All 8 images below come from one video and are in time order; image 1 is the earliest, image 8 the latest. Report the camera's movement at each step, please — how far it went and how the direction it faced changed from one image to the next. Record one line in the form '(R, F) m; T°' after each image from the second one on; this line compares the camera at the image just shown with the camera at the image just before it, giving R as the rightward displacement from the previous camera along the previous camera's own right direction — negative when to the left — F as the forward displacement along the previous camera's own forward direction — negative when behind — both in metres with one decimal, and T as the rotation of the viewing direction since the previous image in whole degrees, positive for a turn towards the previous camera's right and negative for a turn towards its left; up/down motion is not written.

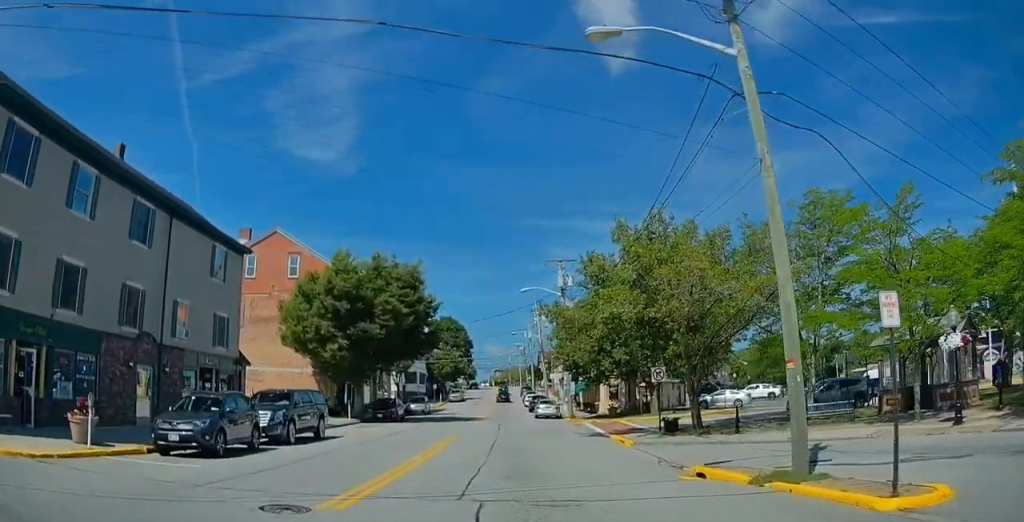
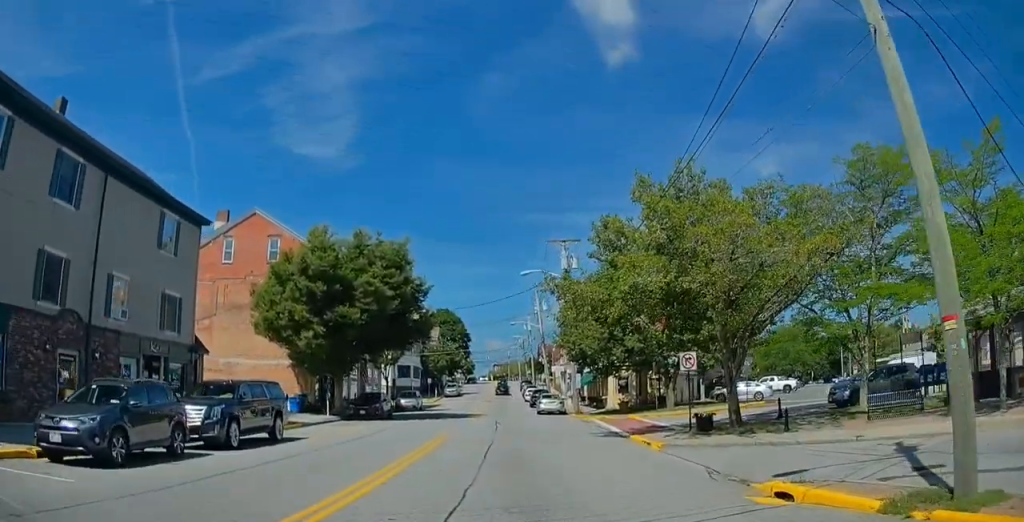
(+0.1, +4.6) m; +2°
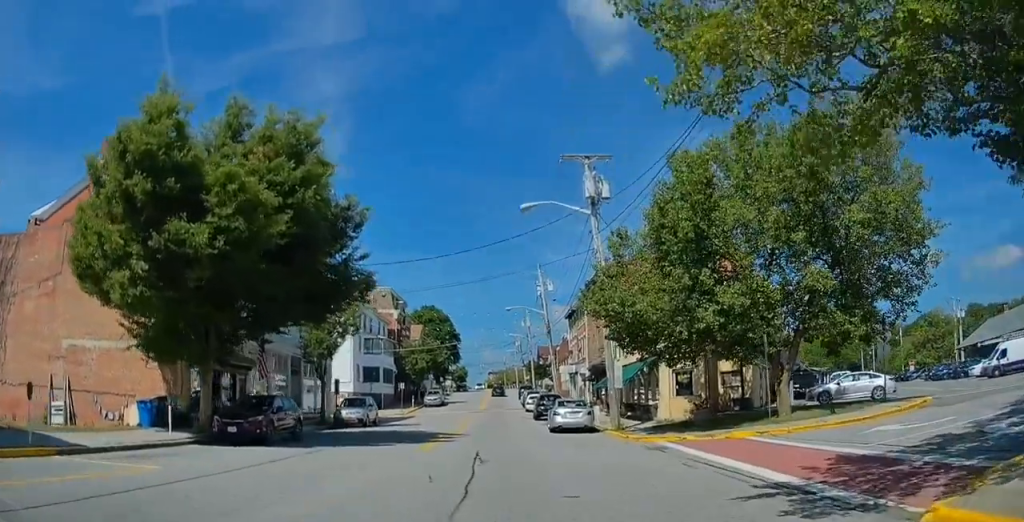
(+0.6, +16.3) m; +1°
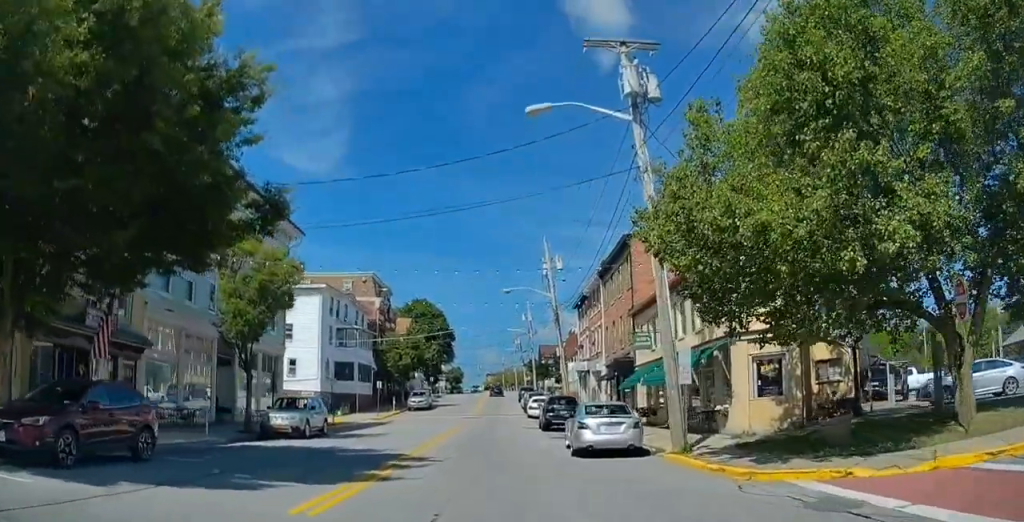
(-0.2, +9.9) m; +1°
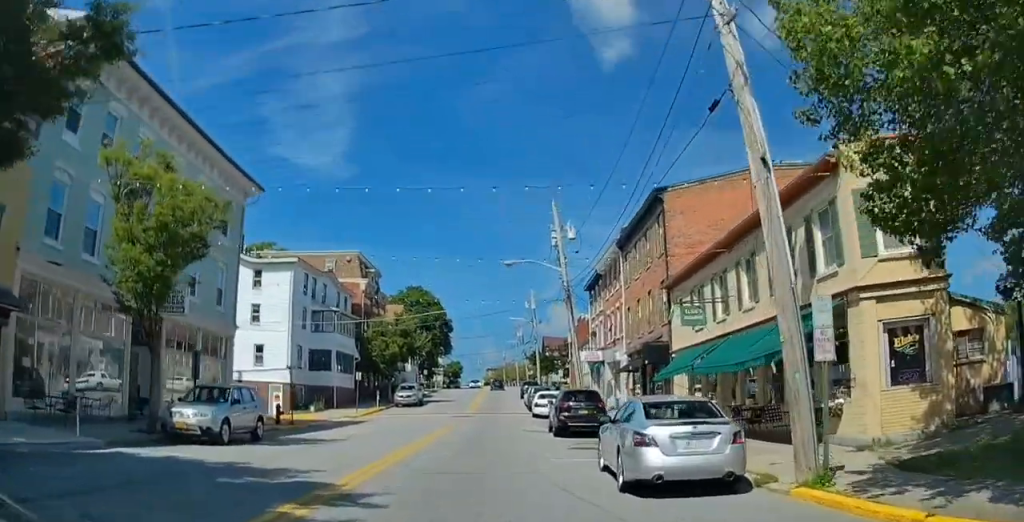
(+0.3, +7.3) m; 0°
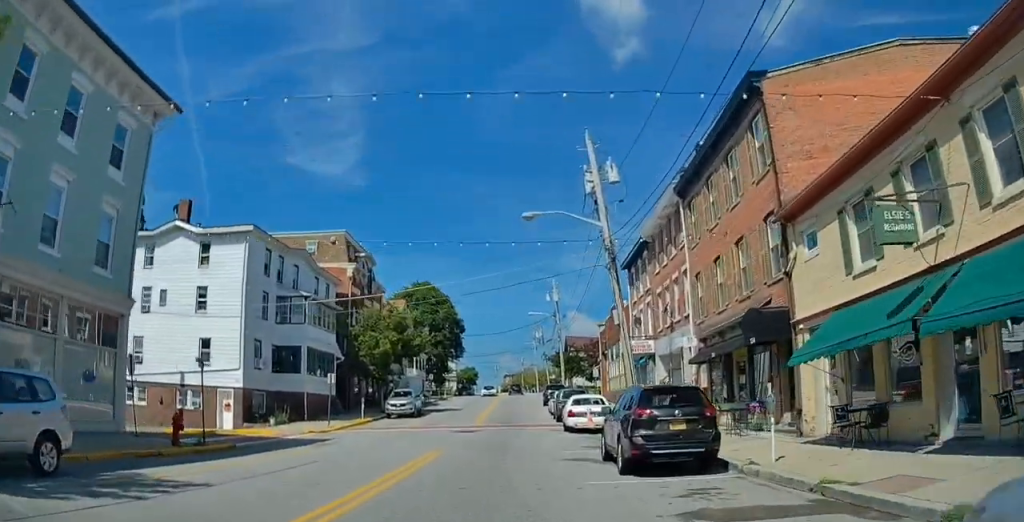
(-0.3, +10.6) m; -2°
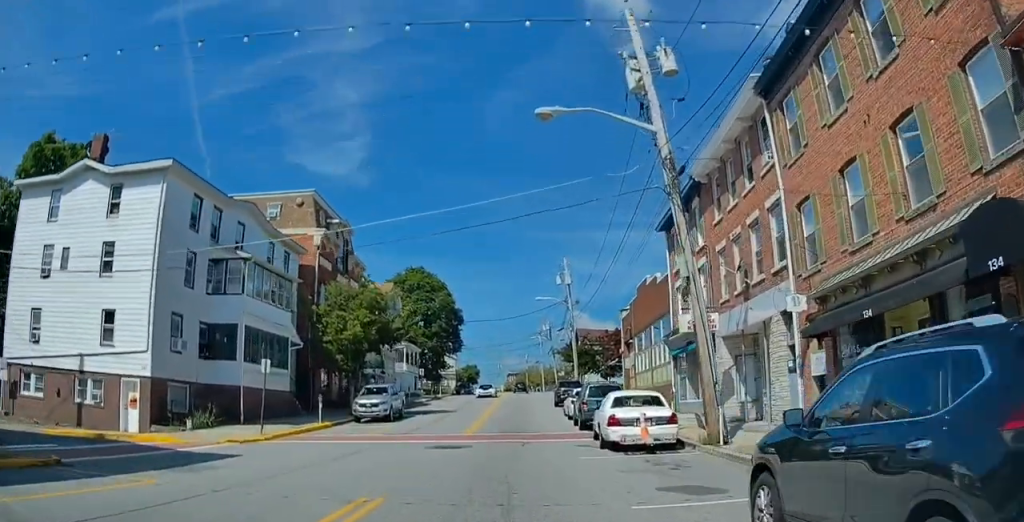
(0.0, +9.3) m; +2°
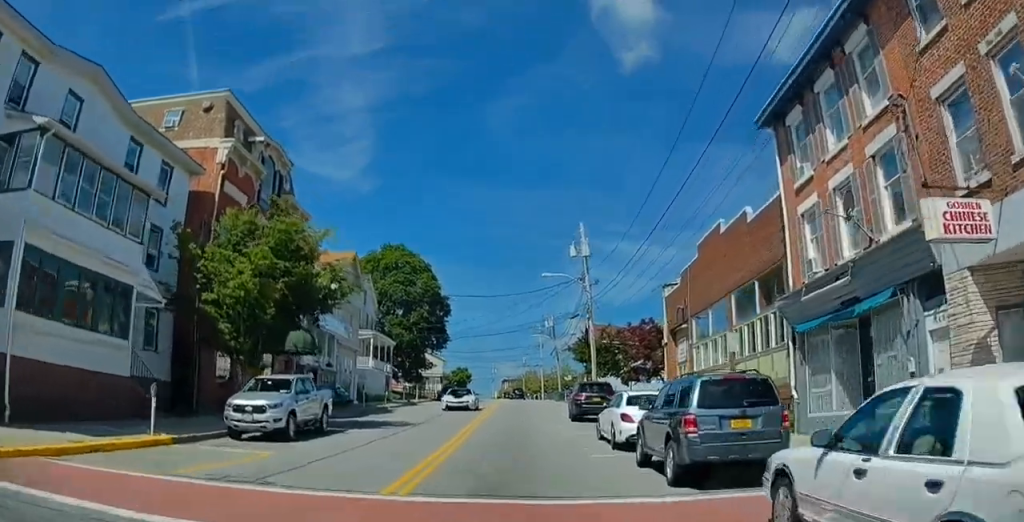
(+0.4, +14.2) m; +1°
